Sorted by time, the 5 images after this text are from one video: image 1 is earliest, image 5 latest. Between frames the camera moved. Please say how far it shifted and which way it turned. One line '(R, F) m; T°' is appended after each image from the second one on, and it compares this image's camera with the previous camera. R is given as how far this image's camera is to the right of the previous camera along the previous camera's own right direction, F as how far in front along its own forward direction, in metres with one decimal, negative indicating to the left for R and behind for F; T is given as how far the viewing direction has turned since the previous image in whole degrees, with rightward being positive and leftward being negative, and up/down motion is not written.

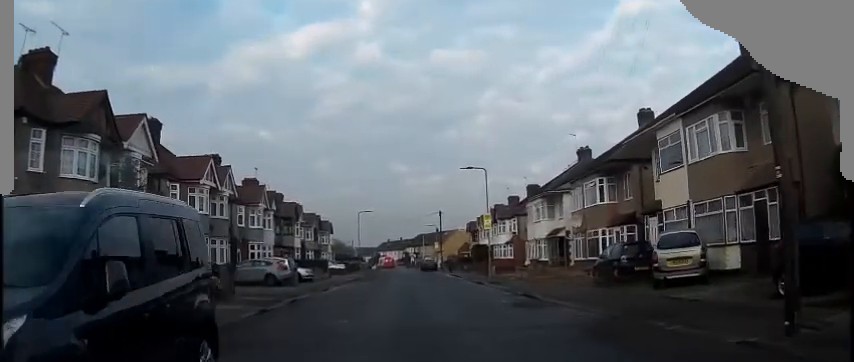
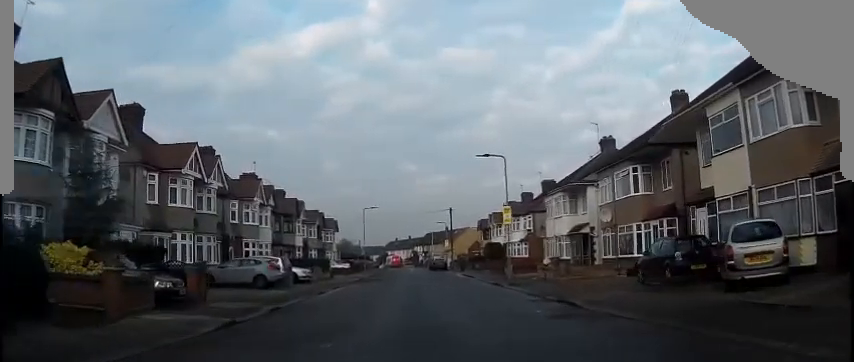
(0.0, +4.0) m; 0°
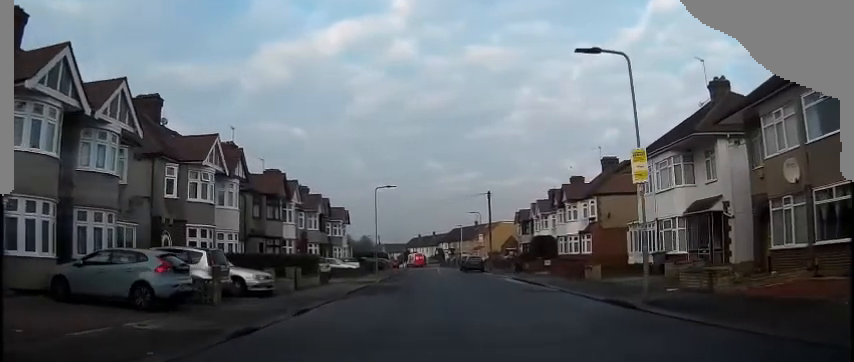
(-0.7, +15.1) m; -4°
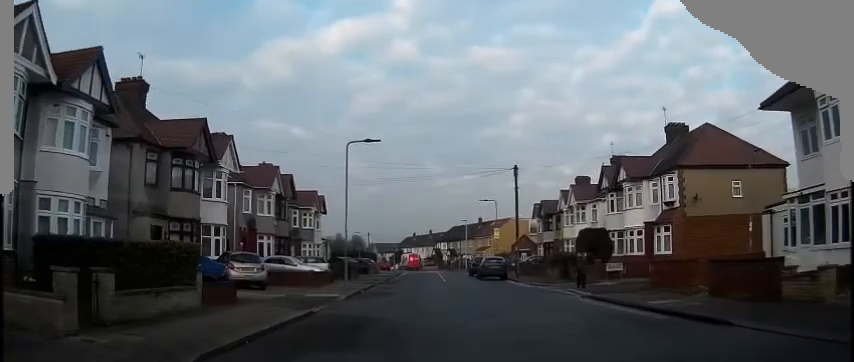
(-0.1, +16.7) m; 0°
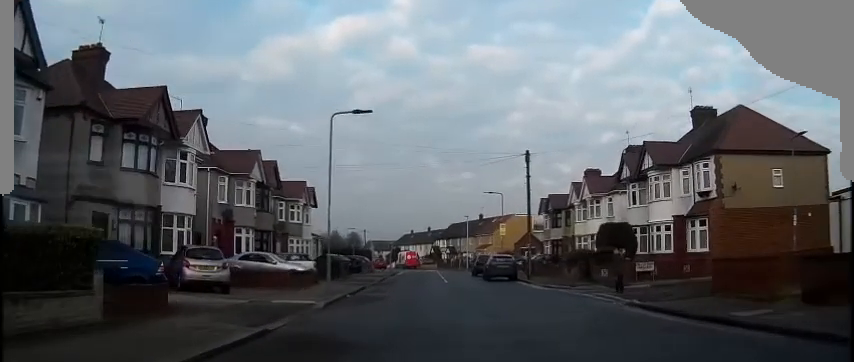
(0.0, +4.6) m; +1°
